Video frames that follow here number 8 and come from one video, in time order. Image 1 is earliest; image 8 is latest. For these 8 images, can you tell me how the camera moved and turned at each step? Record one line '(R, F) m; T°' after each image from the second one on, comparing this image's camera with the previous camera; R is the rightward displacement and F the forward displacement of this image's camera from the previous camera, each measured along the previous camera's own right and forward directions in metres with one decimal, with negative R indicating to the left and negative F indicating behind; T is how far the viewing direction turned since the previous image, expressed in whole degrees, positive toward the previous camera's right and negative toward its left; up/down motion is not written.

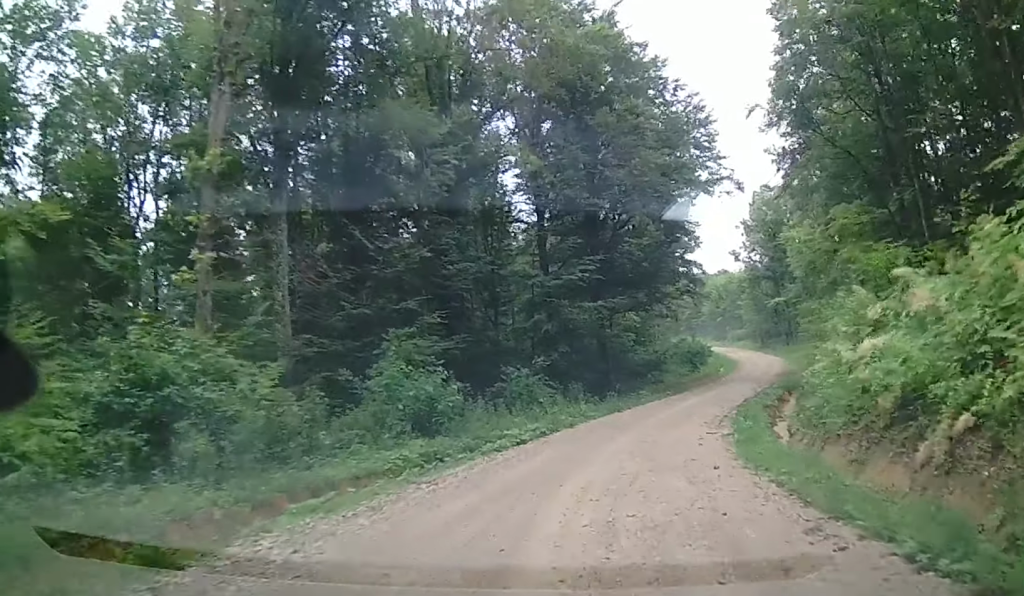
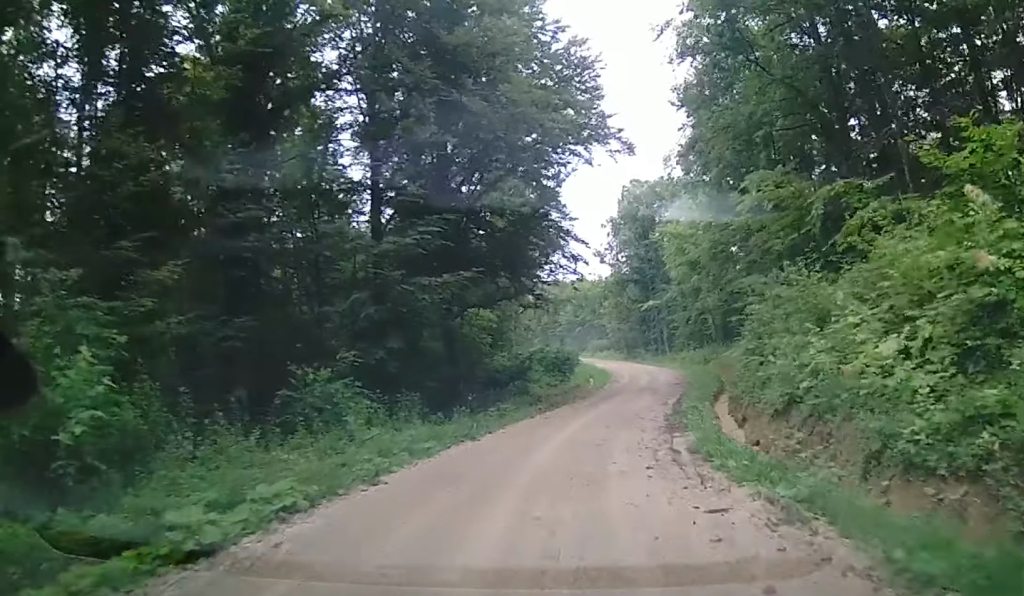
(+0.4, +8.7) m; +7°
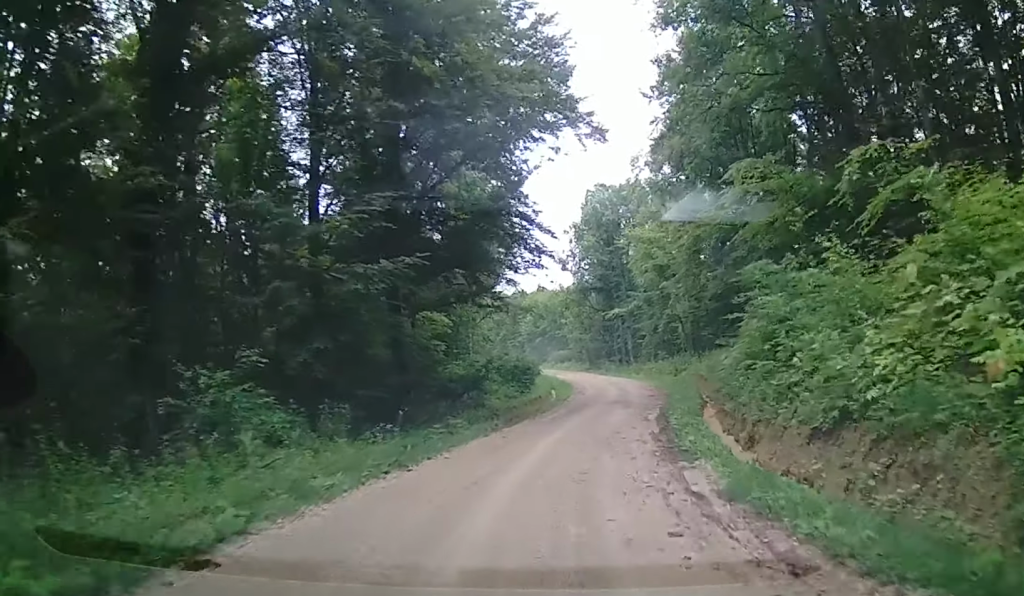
(+0.1, +3.4) m; +5°
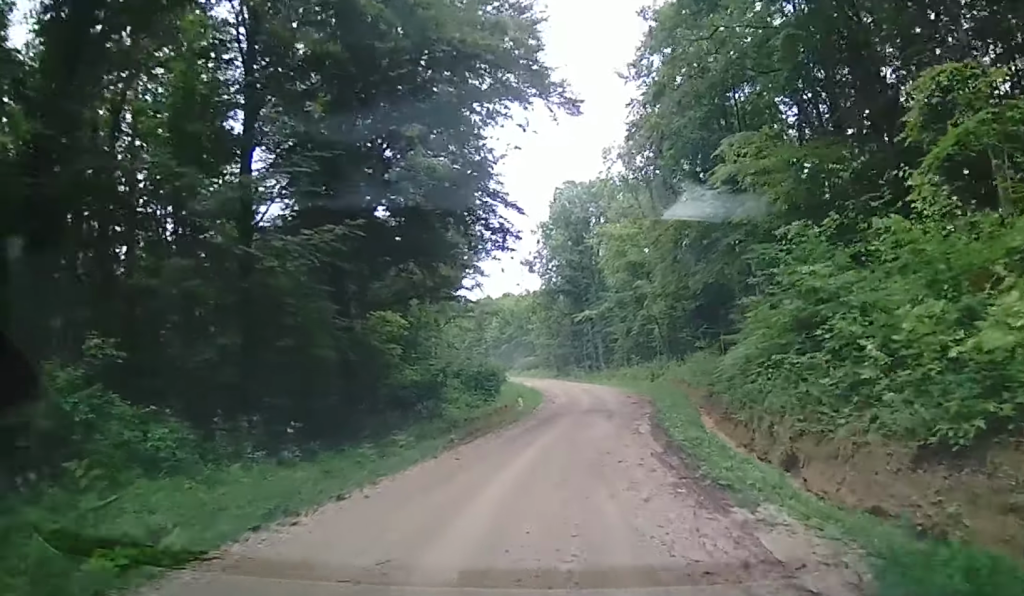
(+0.1, +3.6) m; +6°
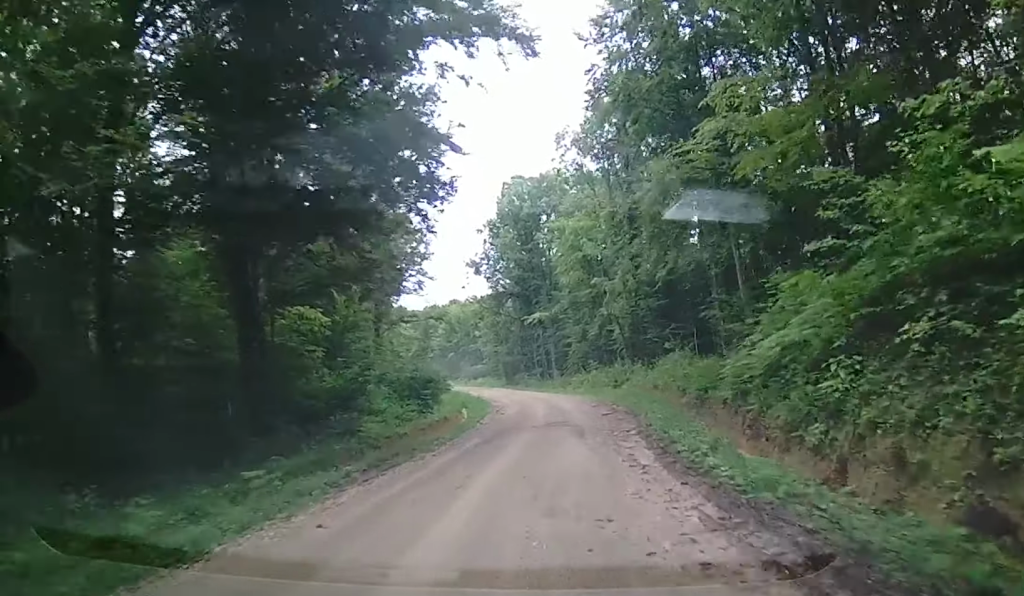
(+0.5, +6.0) m; +5°
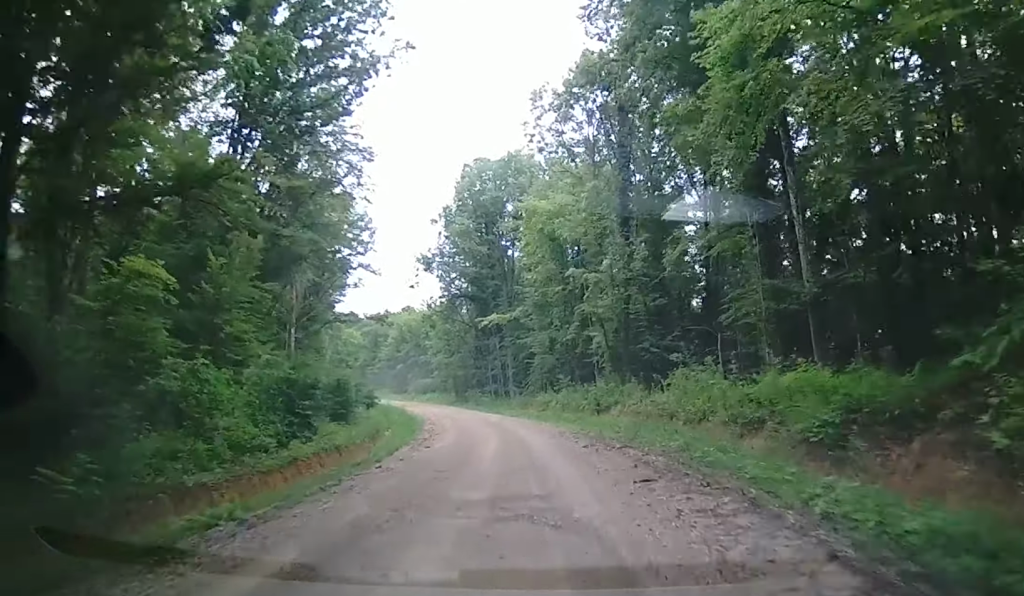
(+0.5, +13.8) m; +2°
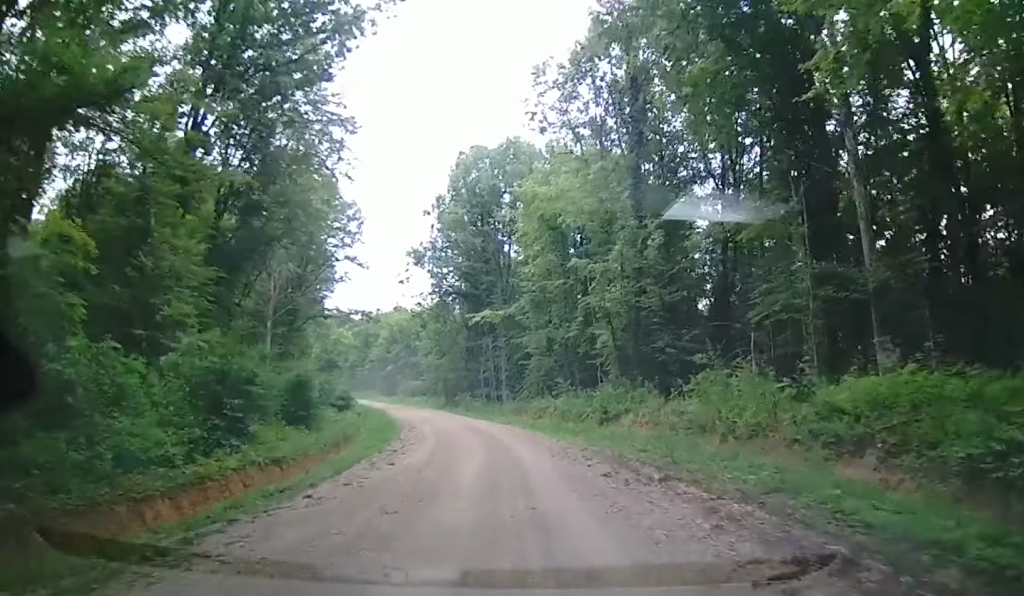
(0.0, +5.7) m; 0°
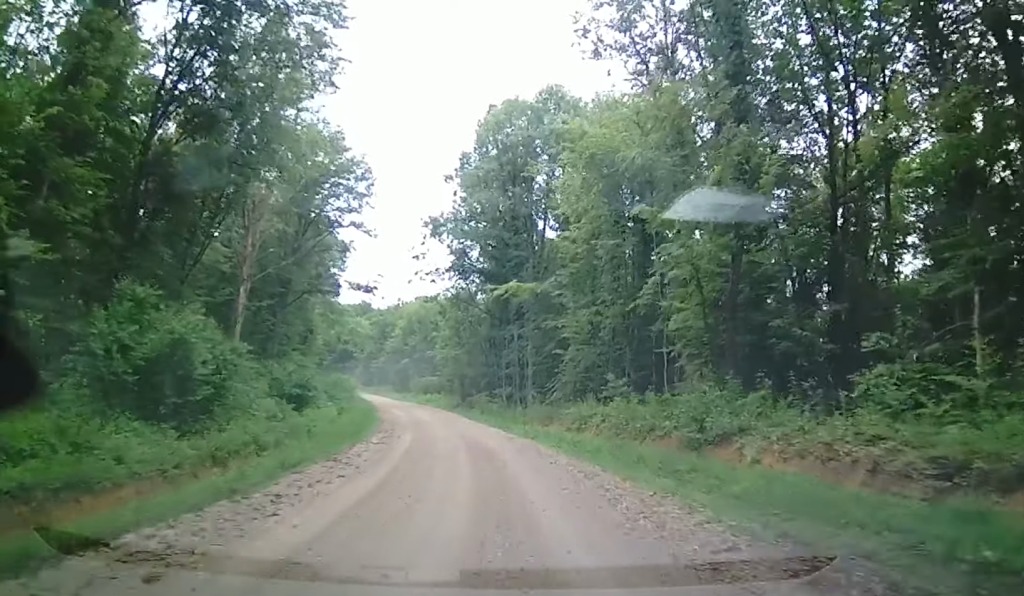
(0.0, +13.6) m; -2°
